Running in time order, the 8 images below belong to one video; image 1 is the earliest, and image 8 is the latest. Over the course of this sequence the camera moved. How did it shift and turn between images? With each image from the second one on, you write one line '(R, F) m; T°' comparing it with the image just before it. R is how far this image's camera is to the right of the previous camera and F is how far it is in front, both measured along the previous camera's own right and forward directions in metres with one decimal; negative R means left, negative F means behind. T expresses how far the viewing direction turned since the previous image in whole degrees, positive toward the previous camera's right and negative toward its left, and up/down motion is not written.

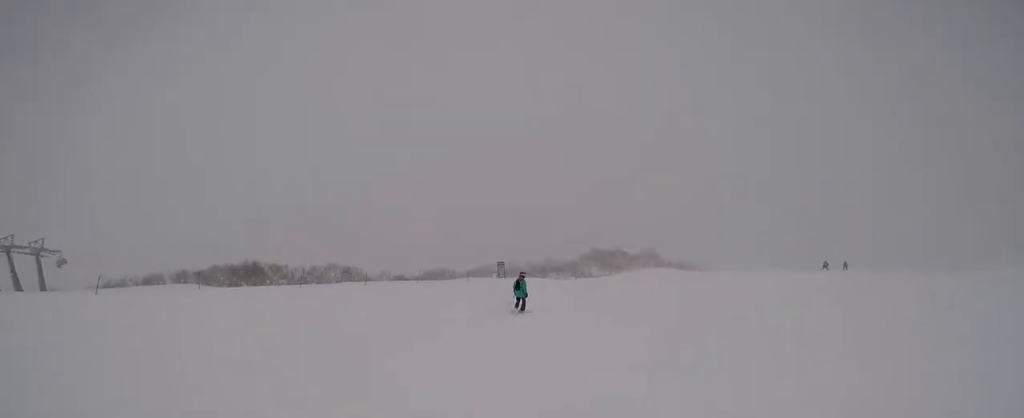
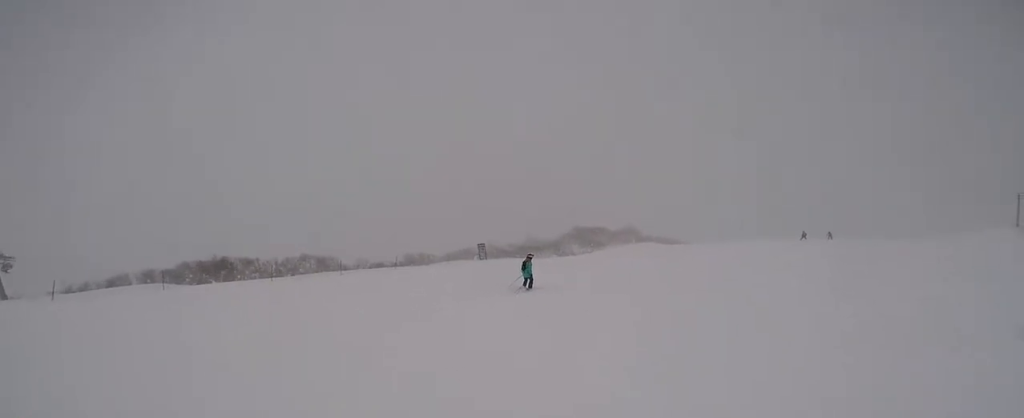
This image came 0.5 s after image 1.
(+0.7, +0.9) m; +8°
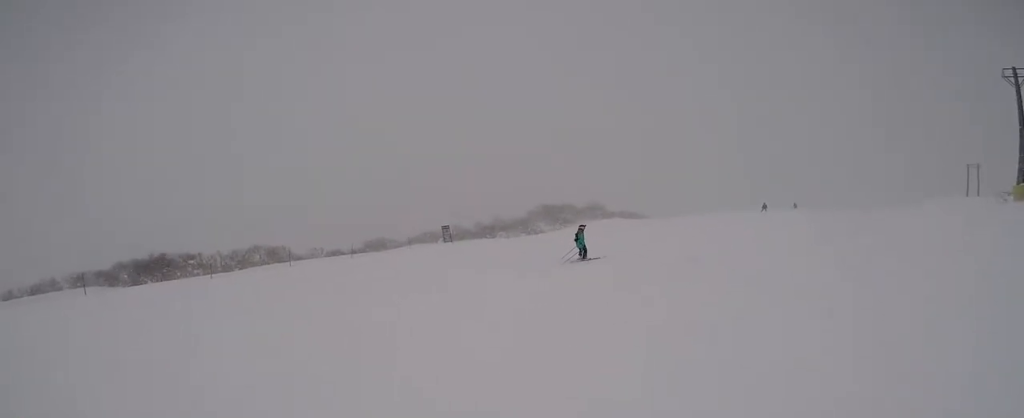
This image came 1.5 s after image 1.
(+0.2, +2.8) m; +7°
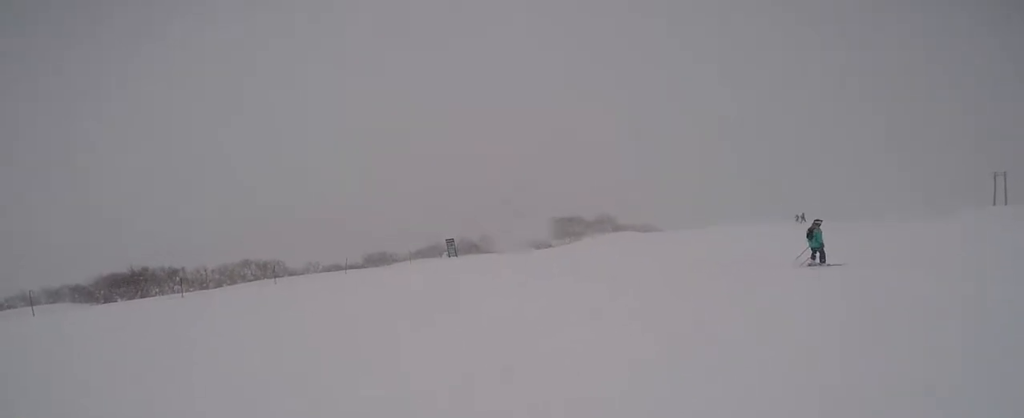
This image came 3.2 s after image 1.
(0.0, +4.5) m; -13°
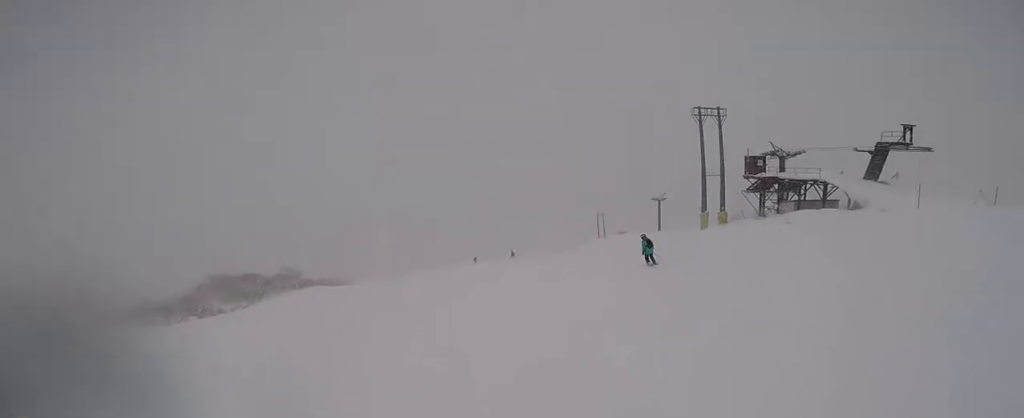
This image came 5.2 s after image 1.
(+1.0, +6.1) m; +60°
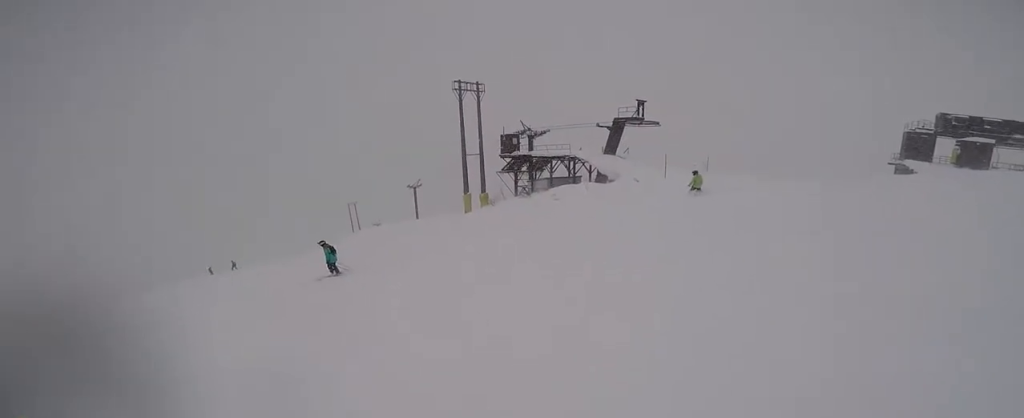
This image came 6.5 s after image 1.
(+1.5, +4.6) m; +14°
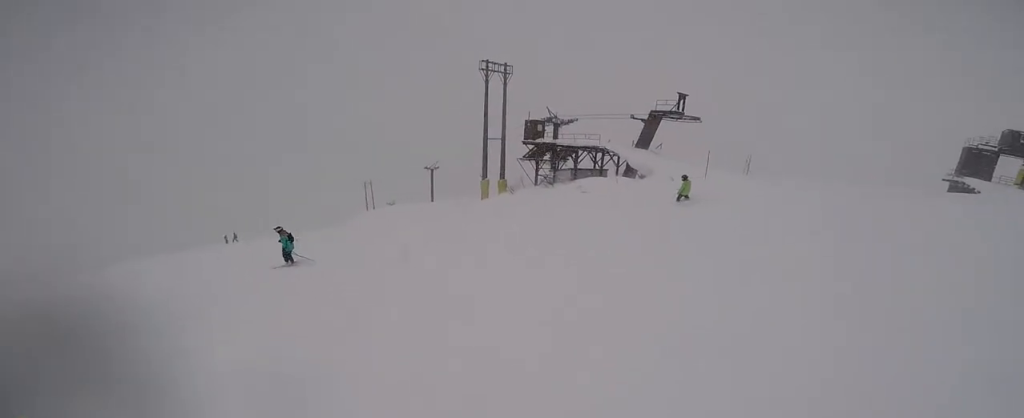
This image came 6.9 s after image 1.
(-0.8, +1.7) m; +1°
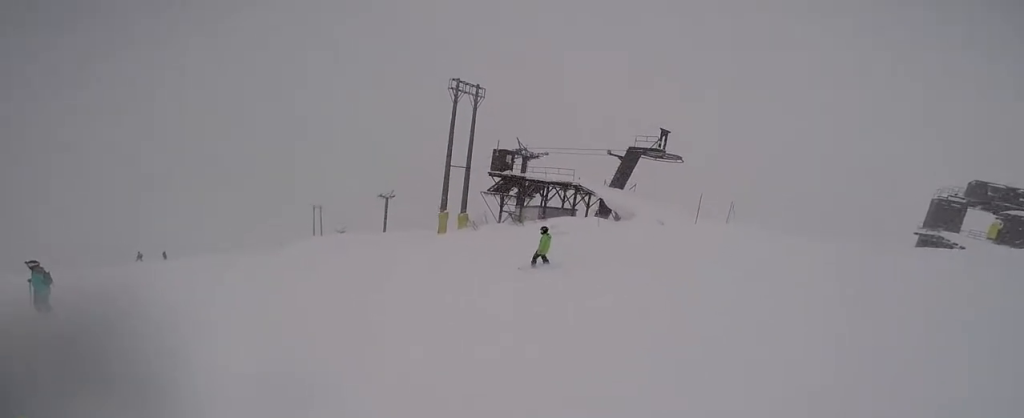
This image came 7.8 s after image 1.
(+1.5, +3.2) m; +15°
